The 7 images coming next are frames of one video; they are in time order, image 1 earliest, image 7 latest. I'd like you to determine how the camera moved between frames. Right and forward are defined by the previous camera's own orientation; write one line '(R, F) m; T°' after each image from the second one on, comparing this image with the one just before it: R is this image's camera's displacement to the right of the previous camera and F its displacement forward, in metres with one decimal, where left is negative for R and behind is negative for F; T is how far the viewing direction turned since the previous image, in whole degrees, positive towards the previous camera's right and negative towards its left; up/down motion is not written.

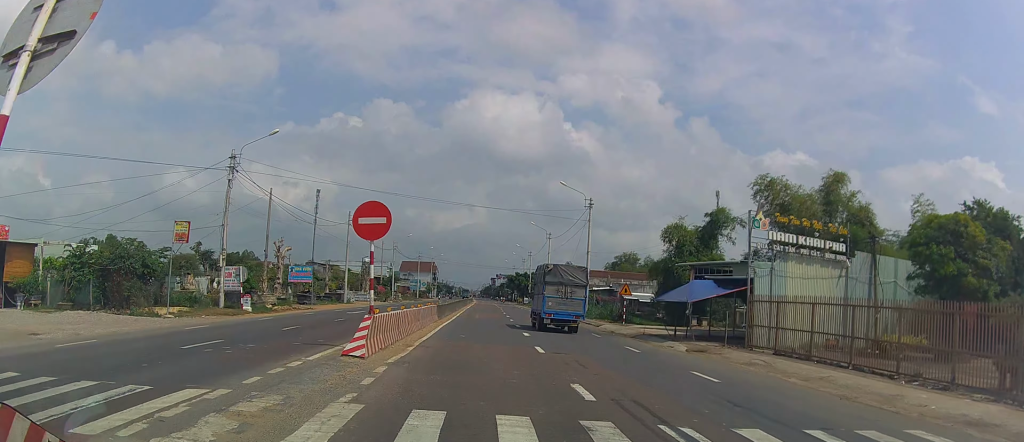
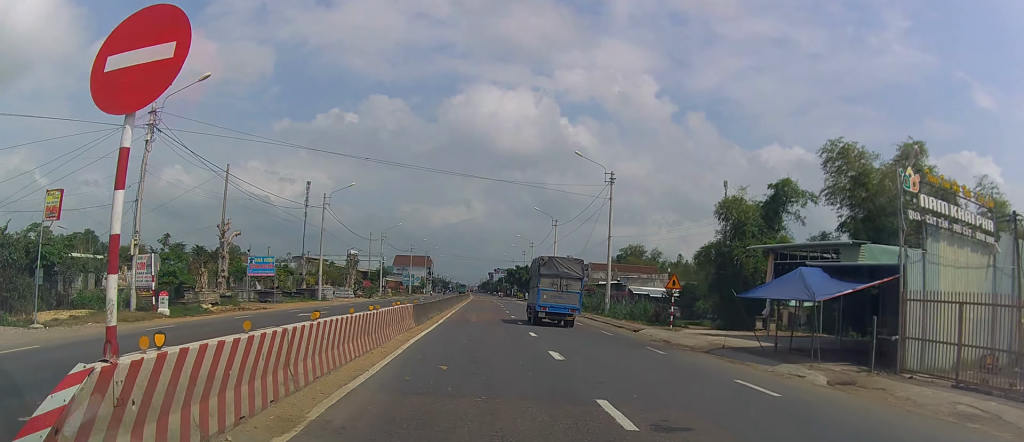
(-0.1, +11.1) m; 0°
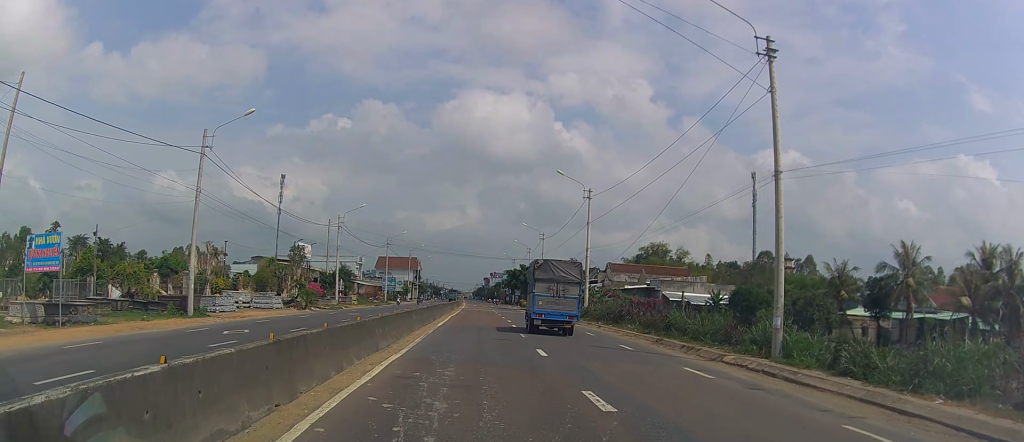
(-0.2, +28.9) m; -1°
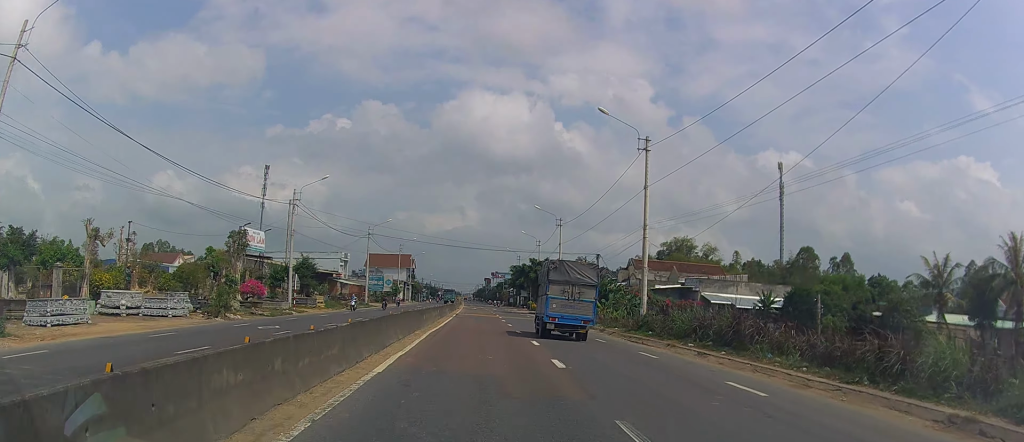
(+0.3, +18.8) m; +1°
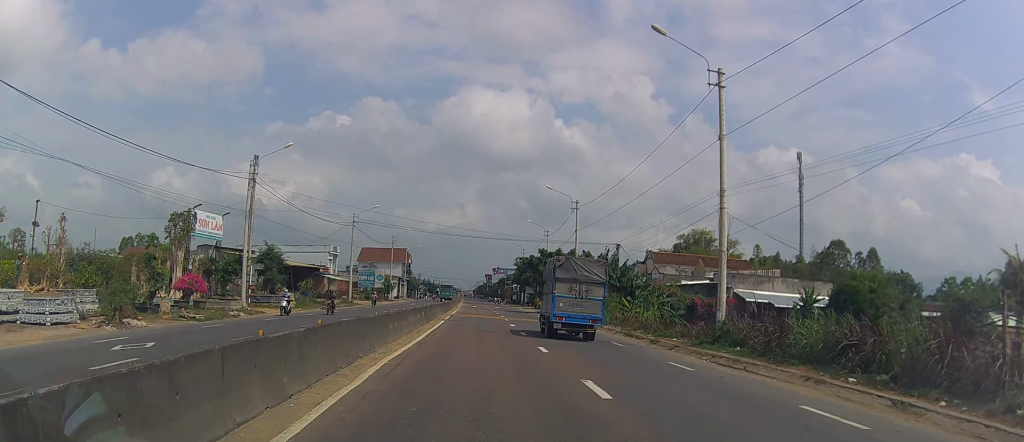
(-0.3, +11.6) m; +1°
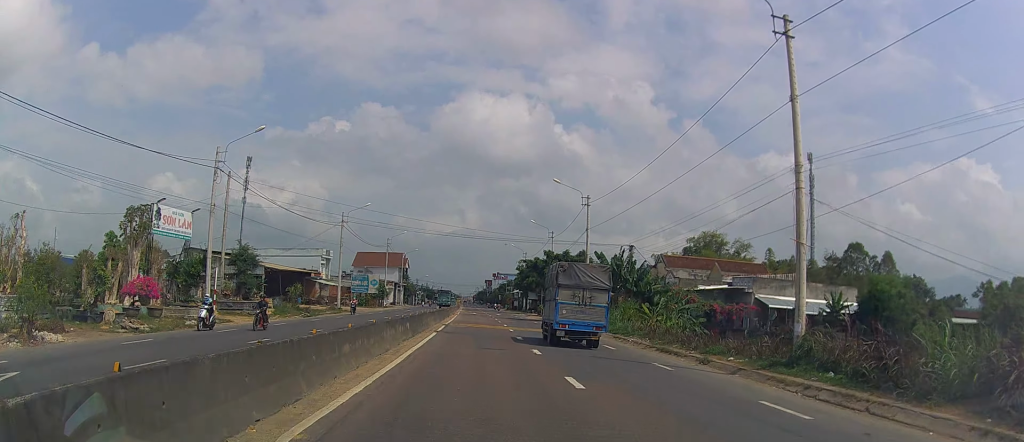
(+0.4, +6.3) m; -1°
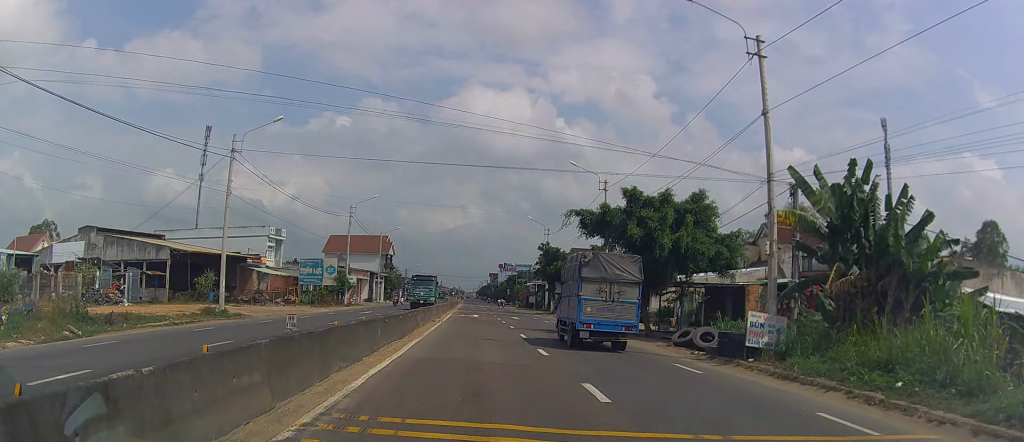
(-1.5, +34.6) m; -3°
